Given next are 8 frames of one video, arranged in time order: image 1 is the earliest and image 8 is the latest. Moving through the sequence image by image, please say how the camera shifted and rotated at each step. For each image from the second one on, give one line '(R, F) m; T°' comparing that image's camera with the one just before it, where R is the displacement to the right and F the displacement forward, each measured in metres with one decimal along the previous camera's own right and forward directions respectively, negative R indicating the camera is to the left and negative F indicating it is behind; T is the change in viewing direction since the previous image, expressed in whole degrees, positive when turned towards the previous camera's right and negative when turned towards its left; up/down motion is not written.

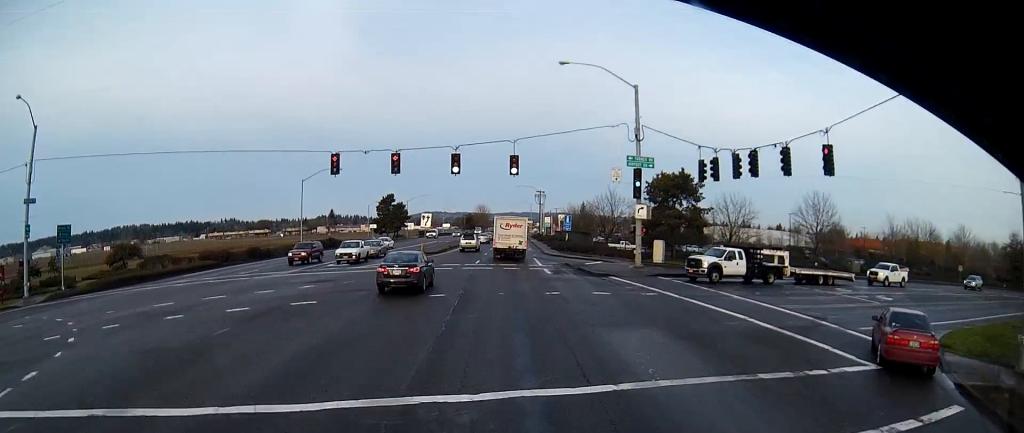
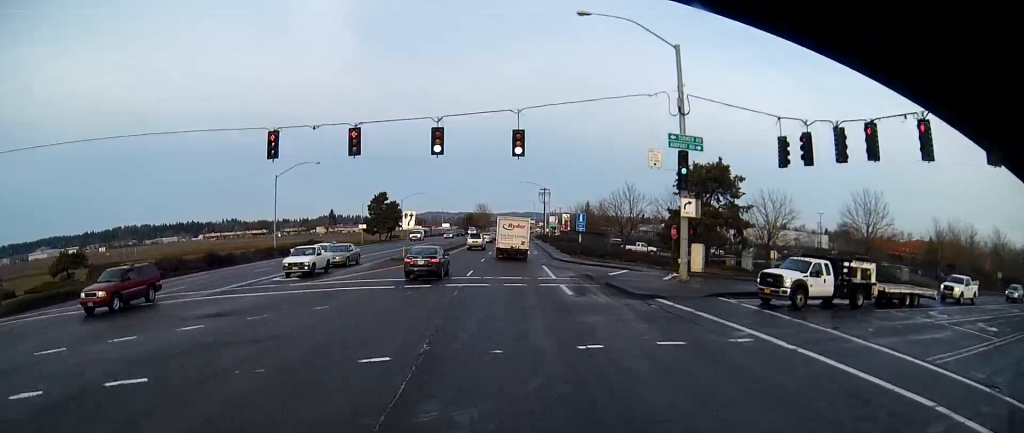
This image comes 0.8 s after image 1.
(-0.4, +10.0) m; -1°
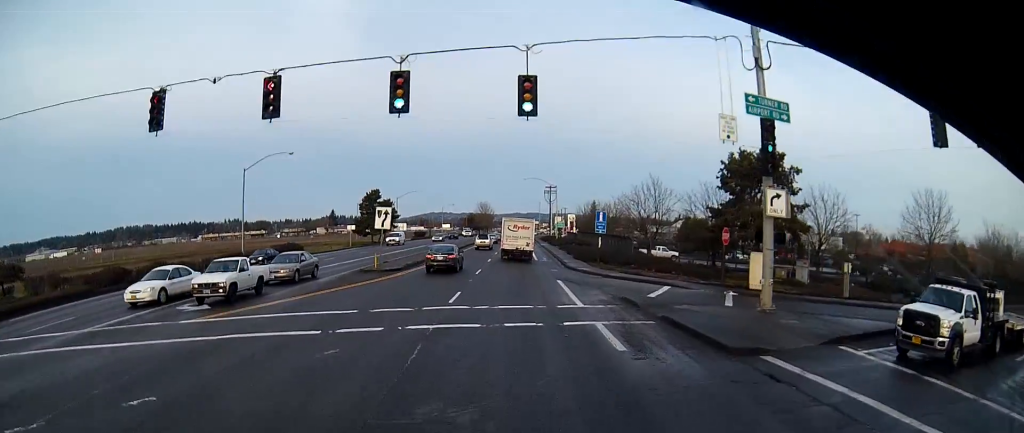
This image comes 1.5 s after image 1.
(-0.2, +9.7) m; 0°
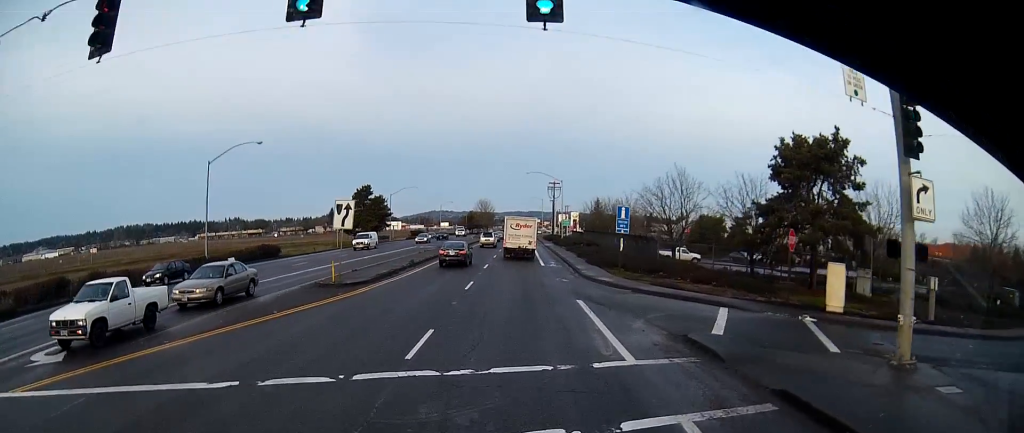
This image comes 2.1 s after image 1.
(+0.5, +8.1) m; +1°
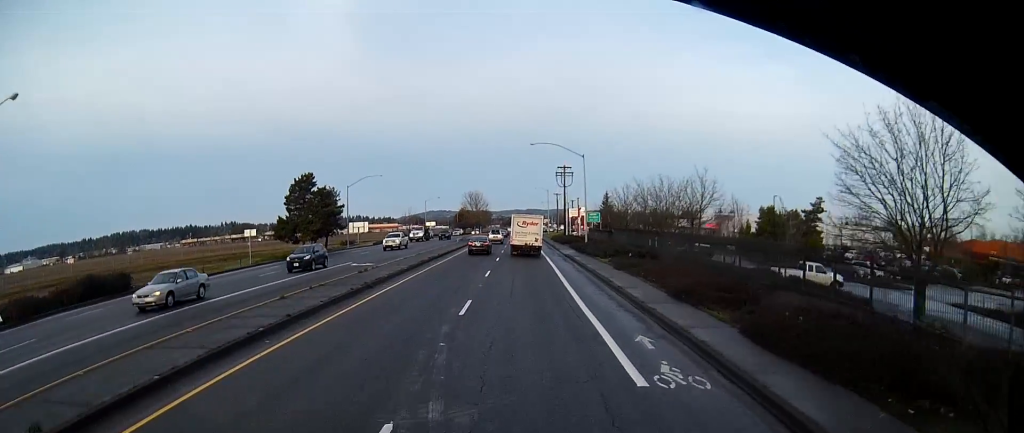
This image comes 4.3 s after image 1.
(-0.4, +30.8) m; -1°
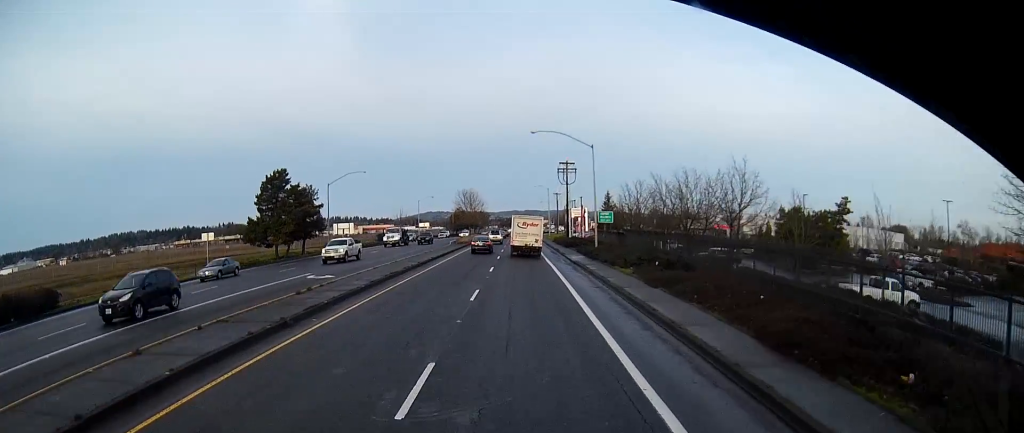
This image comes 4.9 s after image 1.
(0.0, +8.7) m; 0°
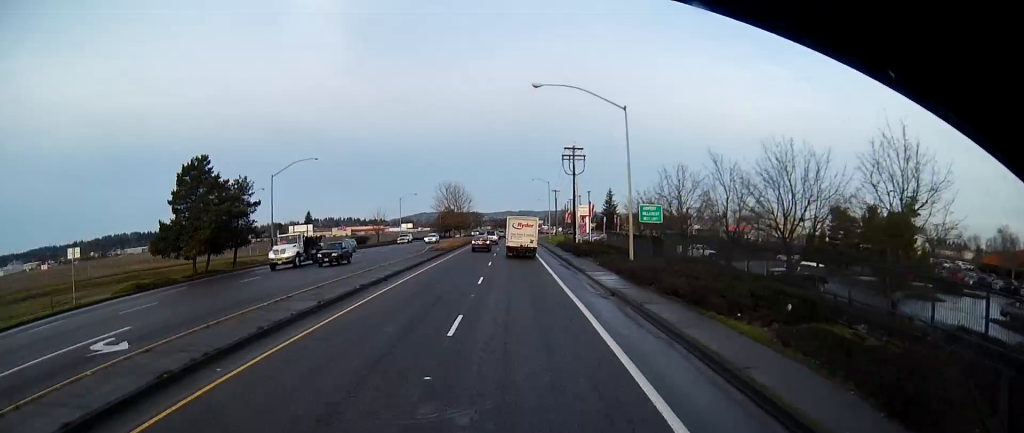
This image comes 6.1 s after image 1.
(-0.1, +18.2) m; +1°
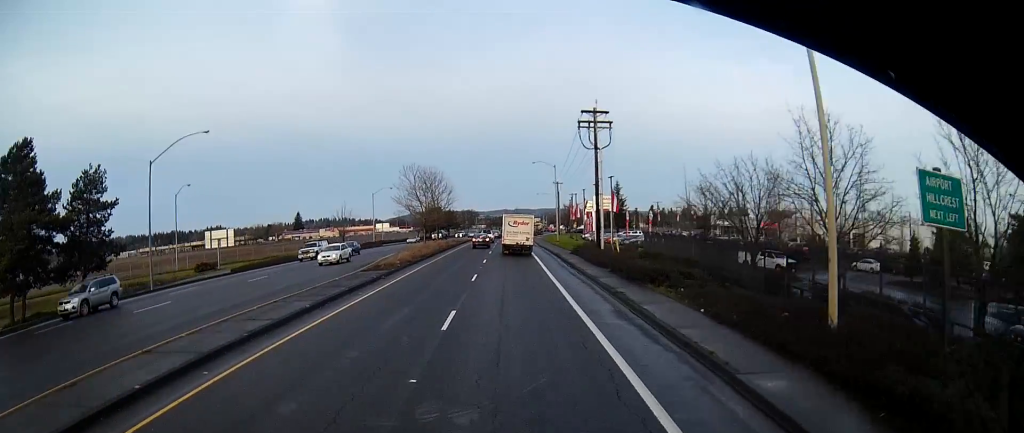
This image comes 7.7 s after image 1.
(+0.5, +23.6) m; +2°
